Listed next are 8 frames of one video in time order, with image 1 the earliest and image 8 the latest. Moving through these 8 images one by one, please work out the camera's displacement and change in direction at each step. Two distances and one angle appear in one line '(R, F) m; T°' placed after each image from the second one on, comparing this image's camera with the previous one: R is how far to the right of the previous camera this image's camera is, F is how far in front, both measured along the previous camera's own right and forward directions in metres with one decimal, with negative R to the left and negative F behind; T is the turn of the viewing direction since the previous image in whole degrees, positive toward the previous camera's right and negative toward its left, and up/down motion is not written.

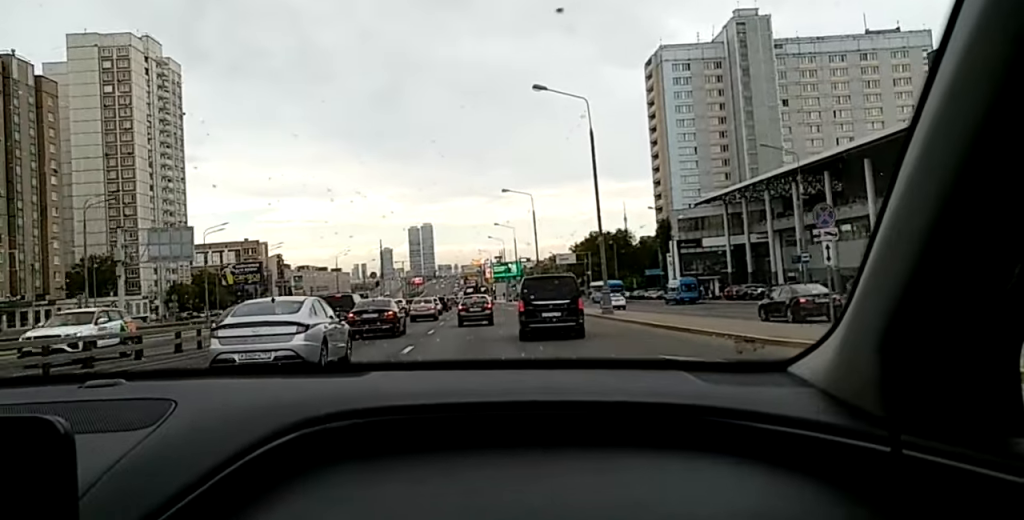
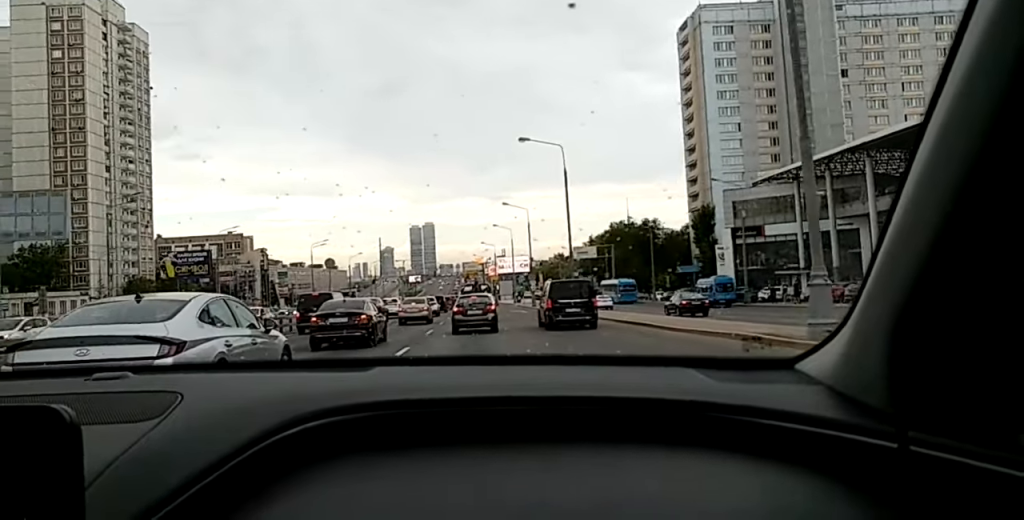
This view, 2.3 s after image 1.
(+0.3, +22.5) m; +3°
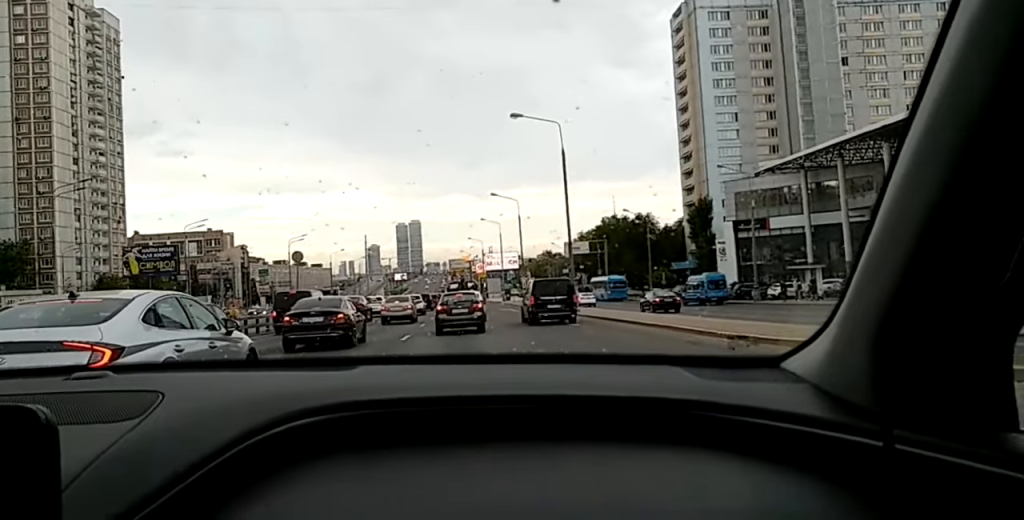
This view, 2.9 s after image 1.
(+0.2, +5.5) m; +2°
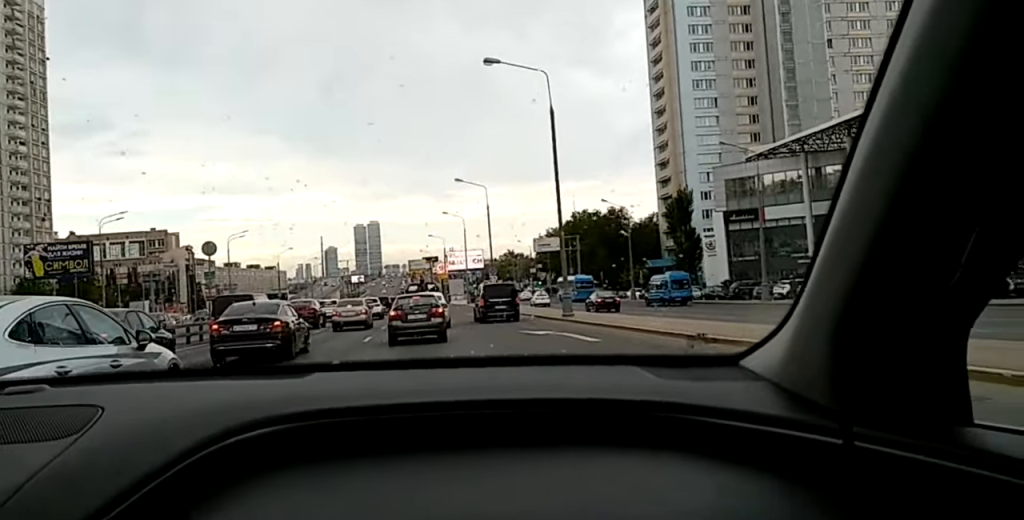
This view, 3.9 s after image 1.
(+0.2, +8.9) m; +1°
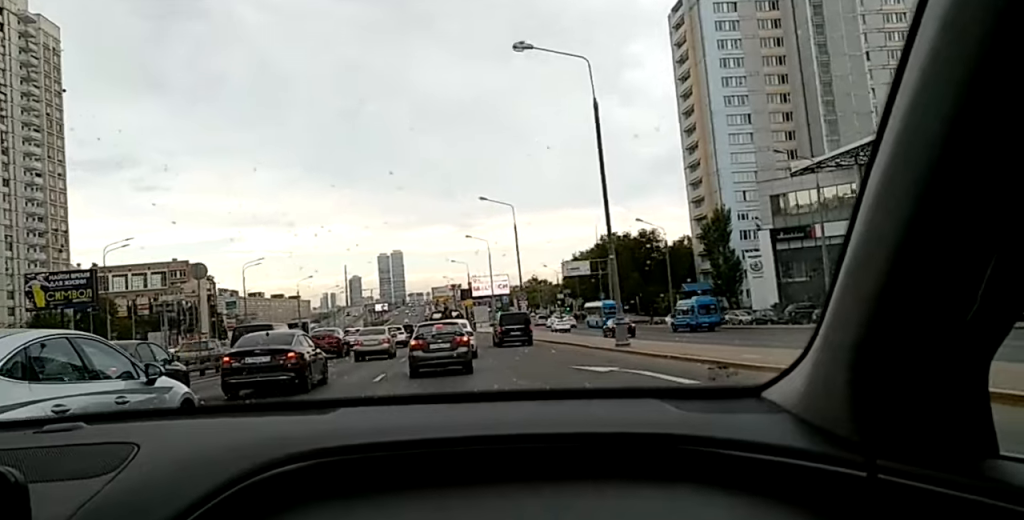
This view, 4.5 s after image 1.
(0.0, +5.6) m; 0°
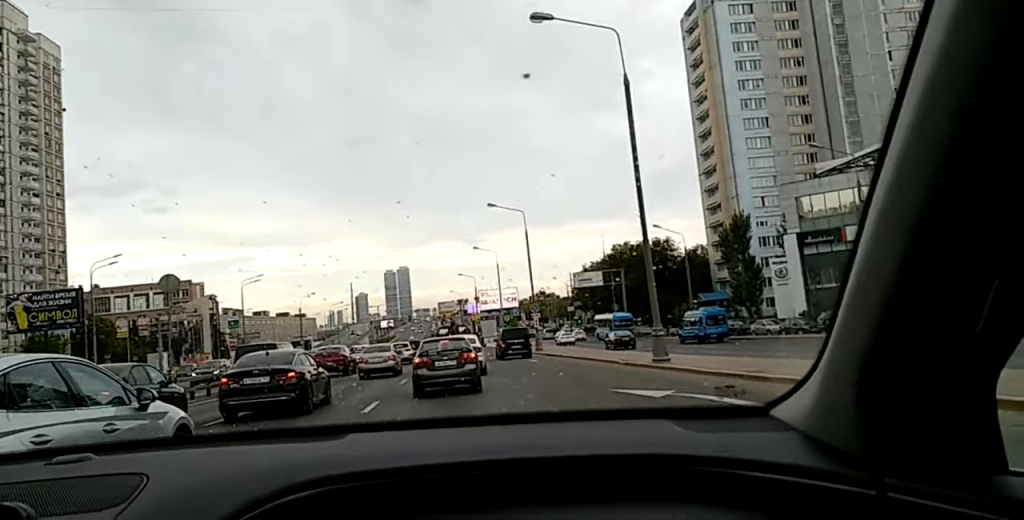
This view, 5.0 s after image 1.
(0.0, +4.5) m; 0°
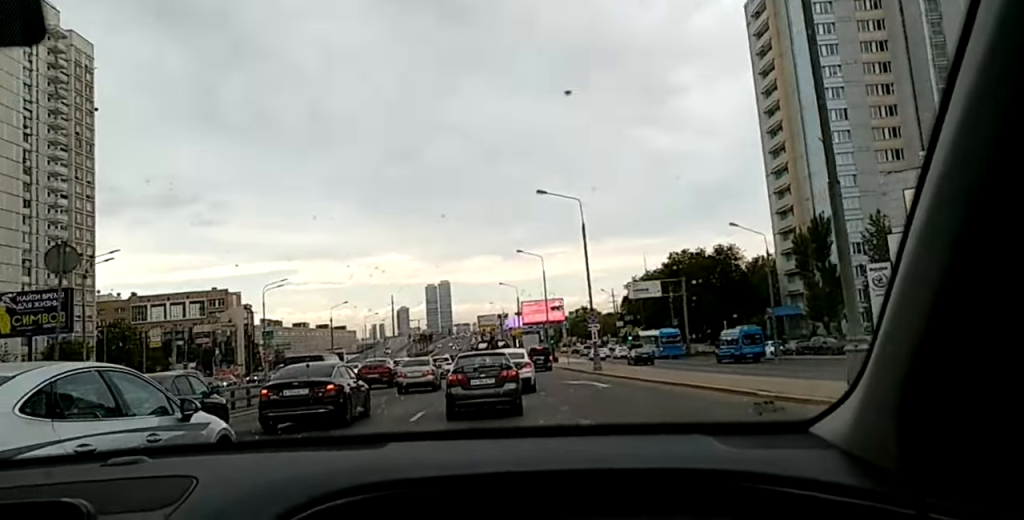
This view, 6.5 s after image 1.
(-0.1, +11.2) m; -1°
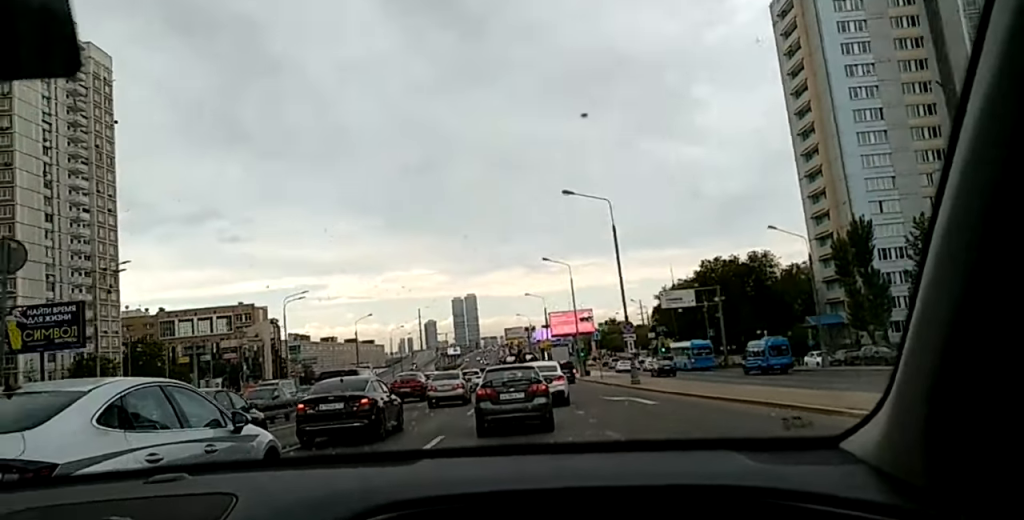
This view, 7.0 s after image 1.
(-0.1, +3.1) m; 0°
